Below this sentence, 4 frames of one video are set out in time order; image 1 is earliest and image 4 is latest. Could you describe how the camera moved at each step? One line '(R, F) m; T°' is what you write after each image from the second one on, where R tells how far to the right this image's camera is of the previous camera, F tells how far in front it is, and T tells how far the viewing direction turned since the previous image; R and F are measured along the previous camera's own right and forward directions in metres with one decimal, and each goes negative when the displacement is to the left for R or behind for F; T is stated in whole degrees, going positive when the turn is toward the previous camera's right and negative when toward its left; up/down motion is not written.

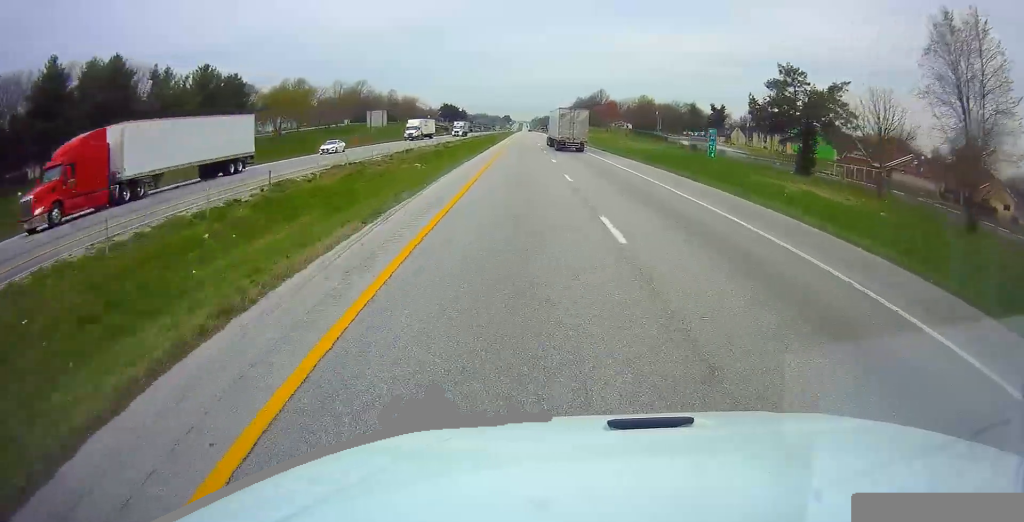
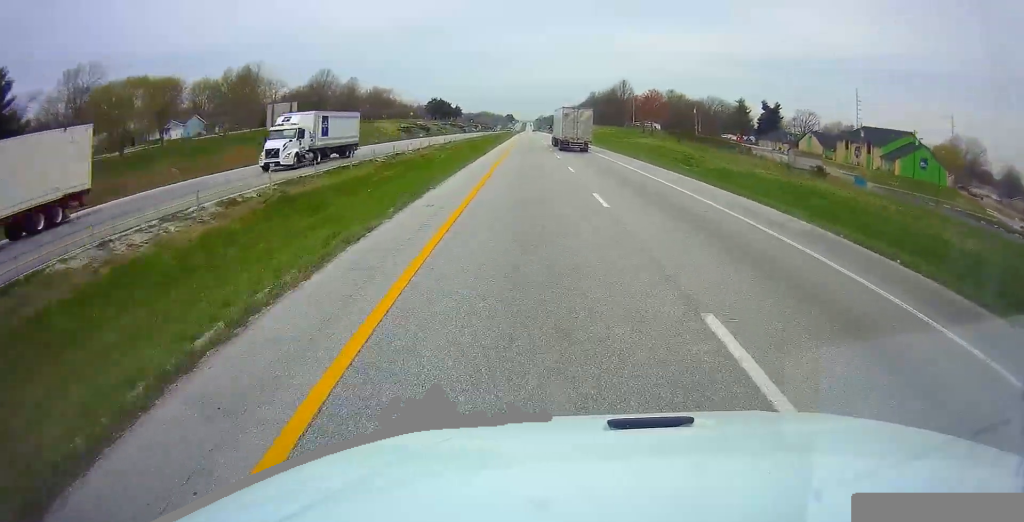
(+0.1, +56.1) m; 0°
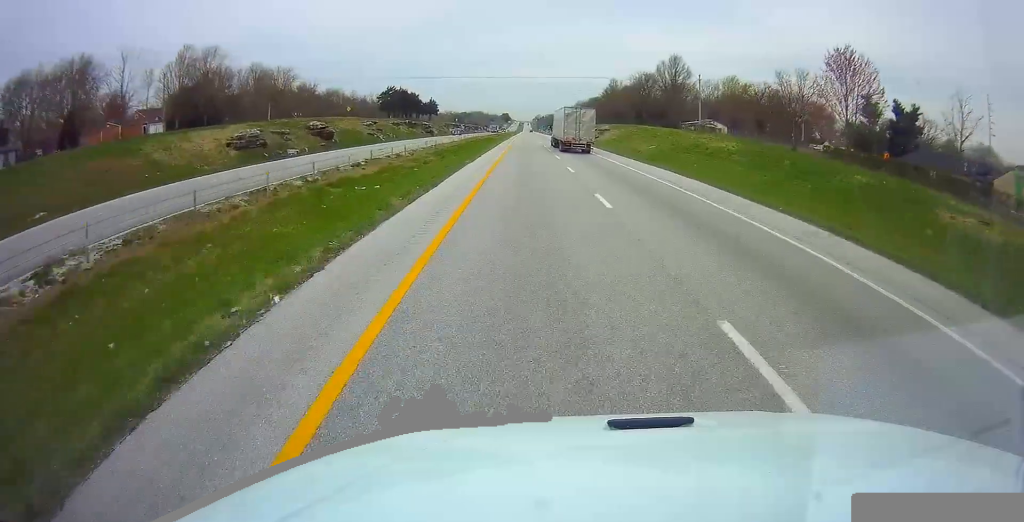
(-0.4, +85.3) m; 0°
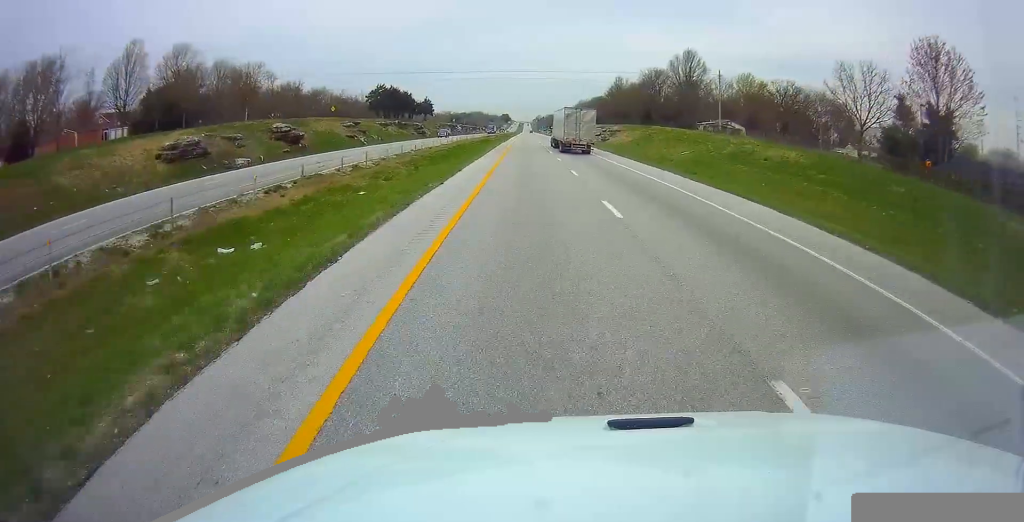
(+0.1, +13.7) m; 0°
